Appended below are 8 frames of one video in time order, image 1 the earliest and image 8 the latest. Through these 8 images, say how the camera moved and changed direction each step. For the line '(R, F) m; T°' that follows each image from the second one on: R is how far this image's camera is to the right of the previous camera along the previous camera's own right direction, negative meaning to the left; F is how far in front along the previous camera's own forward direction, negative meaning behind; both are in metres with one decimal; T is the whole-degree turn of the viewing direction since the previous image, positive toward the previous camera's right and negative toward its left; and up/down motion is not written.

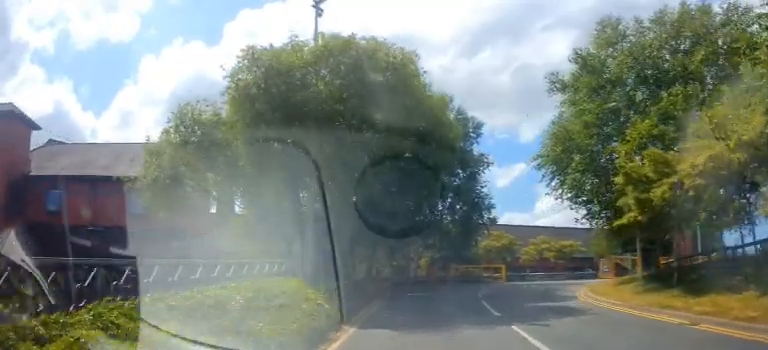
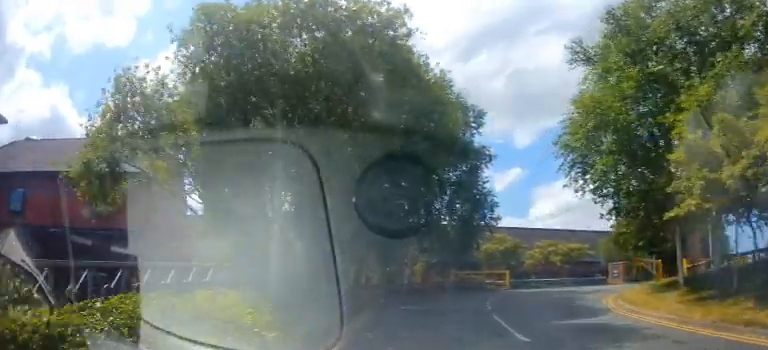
(0.0, +3.2) m; -4°
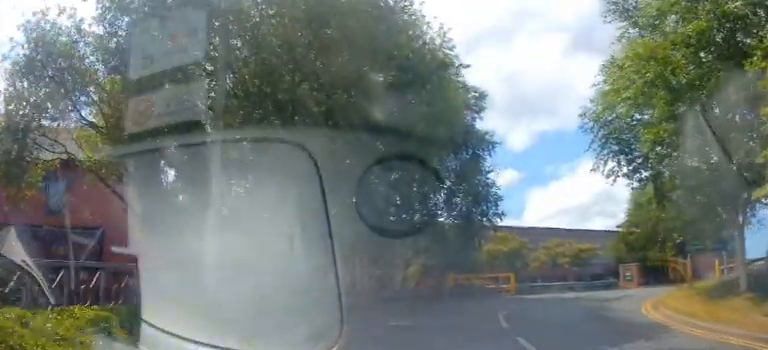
(-0.1, +3.6) m; -2°
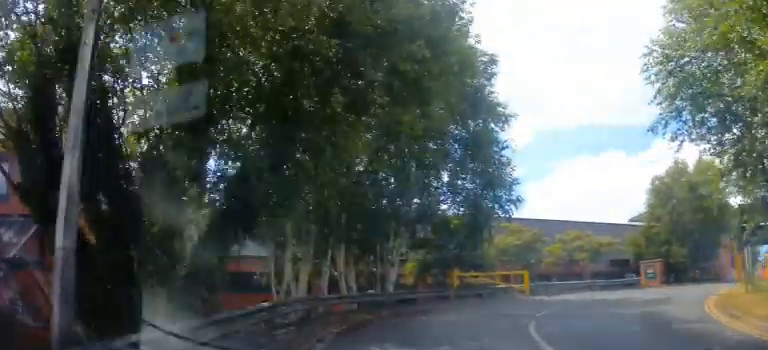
(-0.3, +3.9) m; +1°
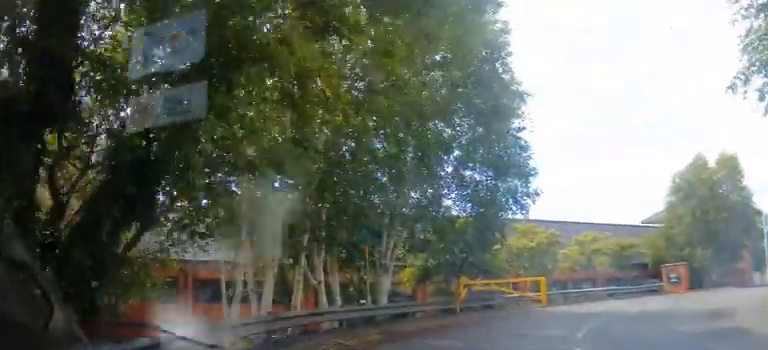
(+0.3, +3.2) m; +4°
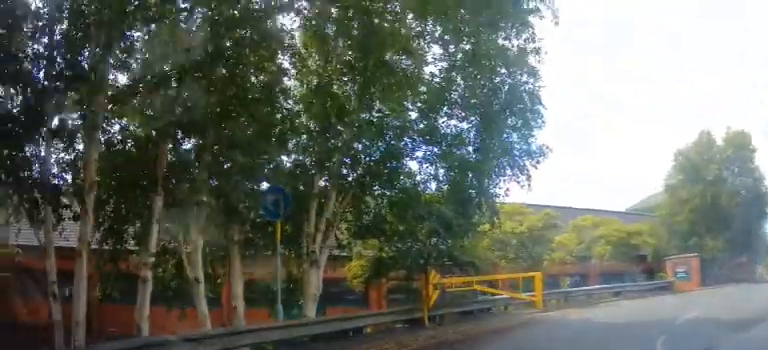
(+0.1, +5.2) m; +2°
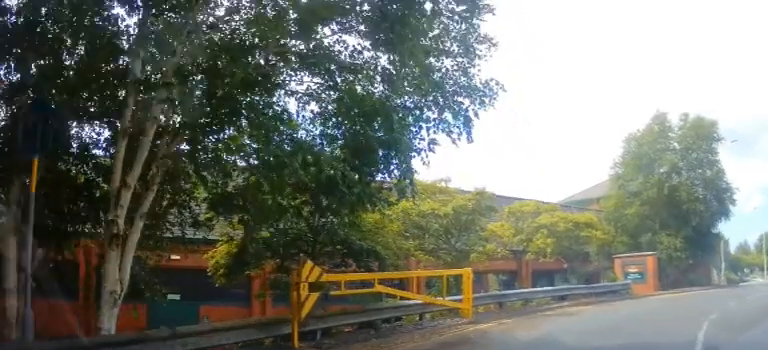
(+0.1, +4.1) m; +11°
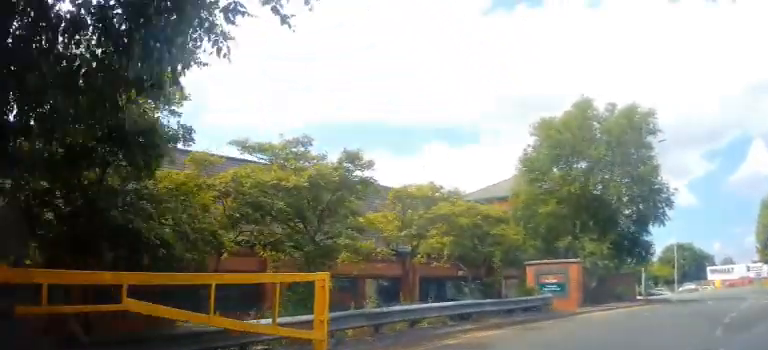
(+0.7, +3.9) m; +14°
